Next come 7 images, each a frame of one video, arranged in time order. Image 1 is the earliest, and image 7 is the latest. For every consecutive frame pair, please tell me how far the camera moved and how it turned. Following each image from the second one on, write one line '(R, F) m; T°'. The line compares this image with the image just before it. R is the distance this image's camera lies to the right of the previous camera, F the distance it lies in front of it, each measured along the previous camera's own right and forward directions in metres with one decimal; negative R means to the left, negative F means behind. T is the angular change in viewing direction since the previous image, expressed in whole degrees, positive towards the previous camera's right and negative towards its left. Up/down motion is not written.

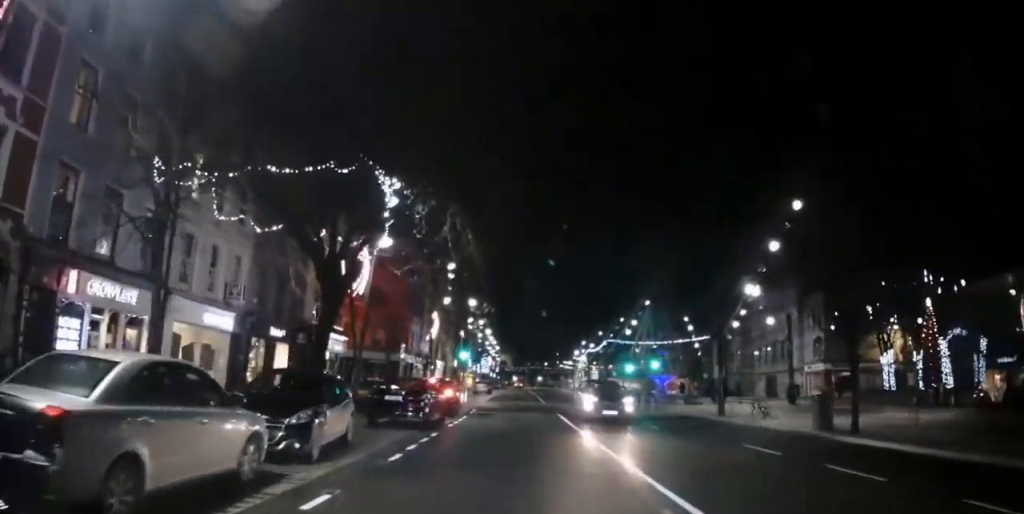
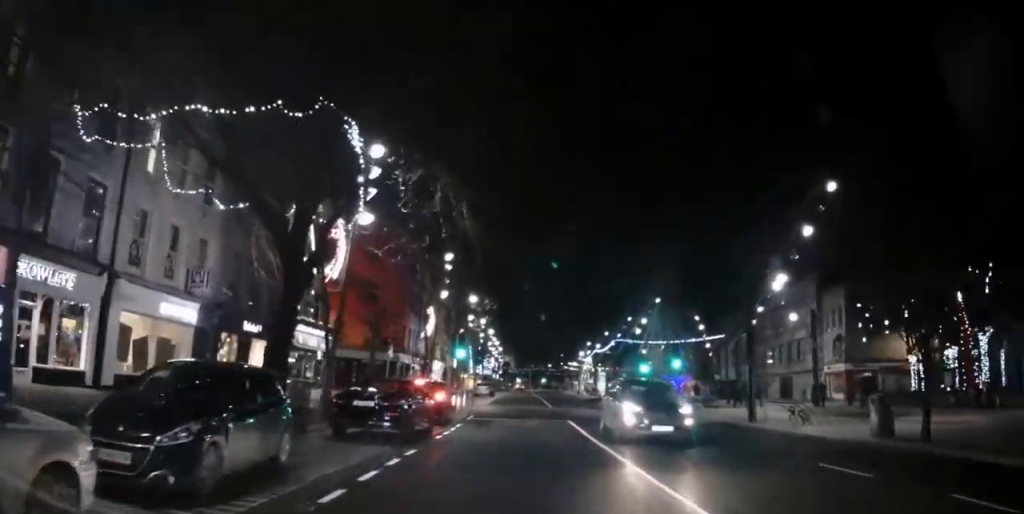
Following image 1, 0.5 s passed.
(-0.3, +3.7) m; -1°
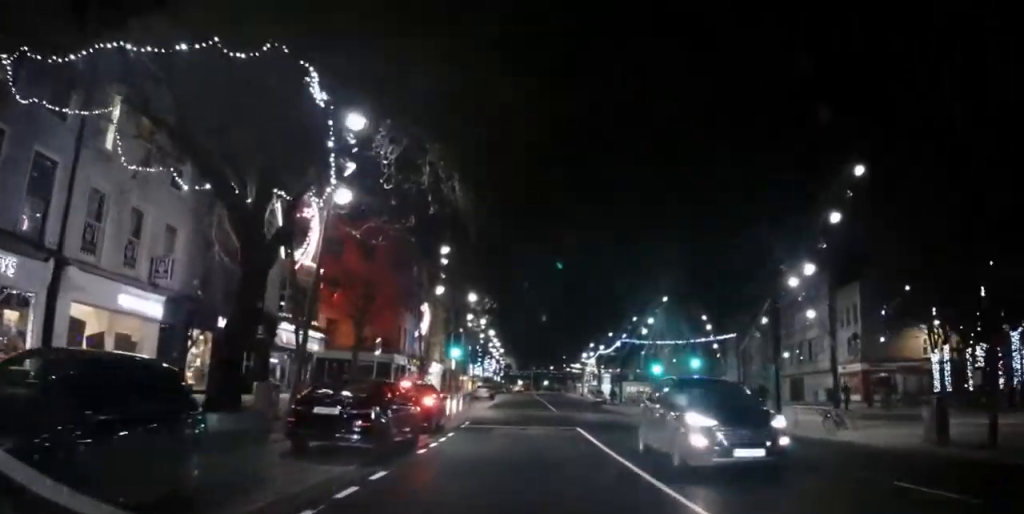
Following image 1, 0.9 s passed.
(+0.1, +2.8) m; +1°
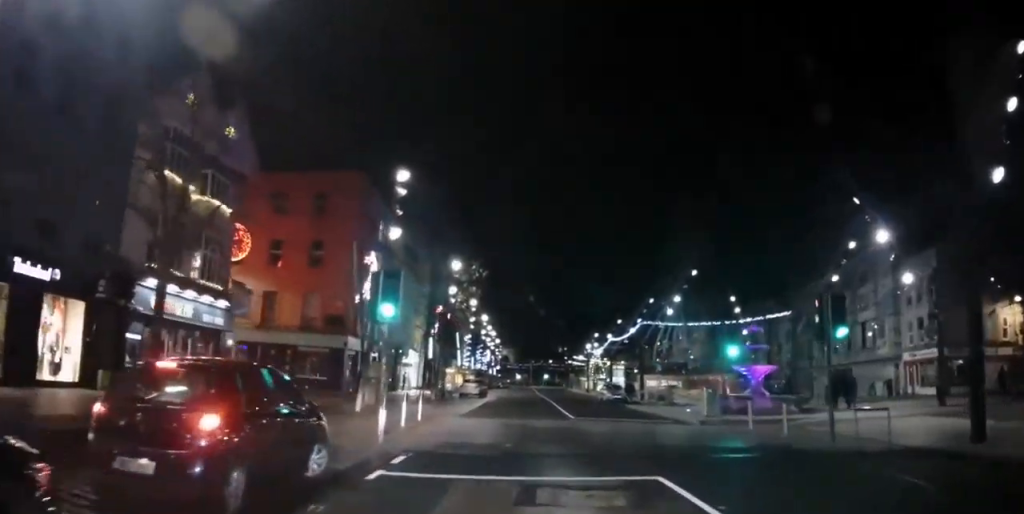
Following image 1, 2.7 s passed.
(+0.3, +12.2) m; -2°
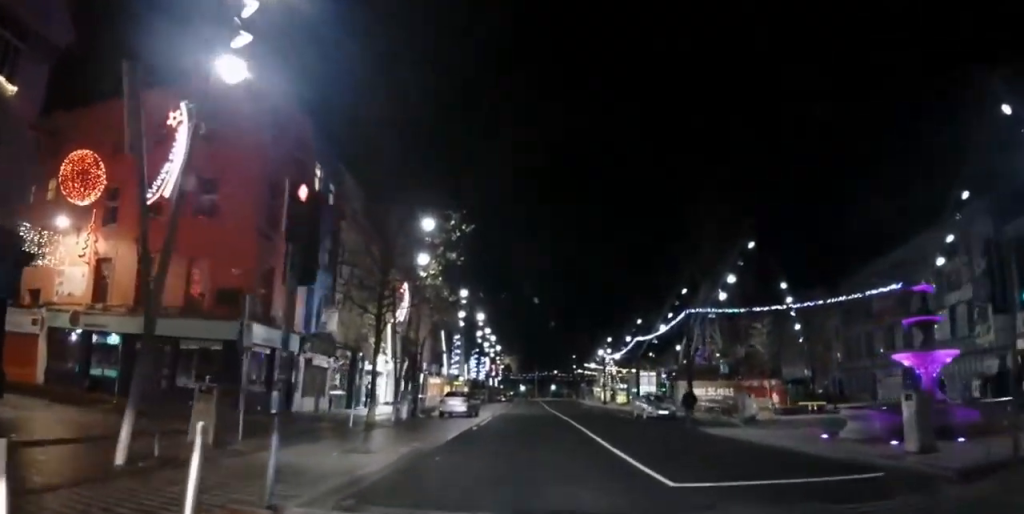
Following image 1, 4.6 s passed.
(+0.3, +13.4) m; +5°
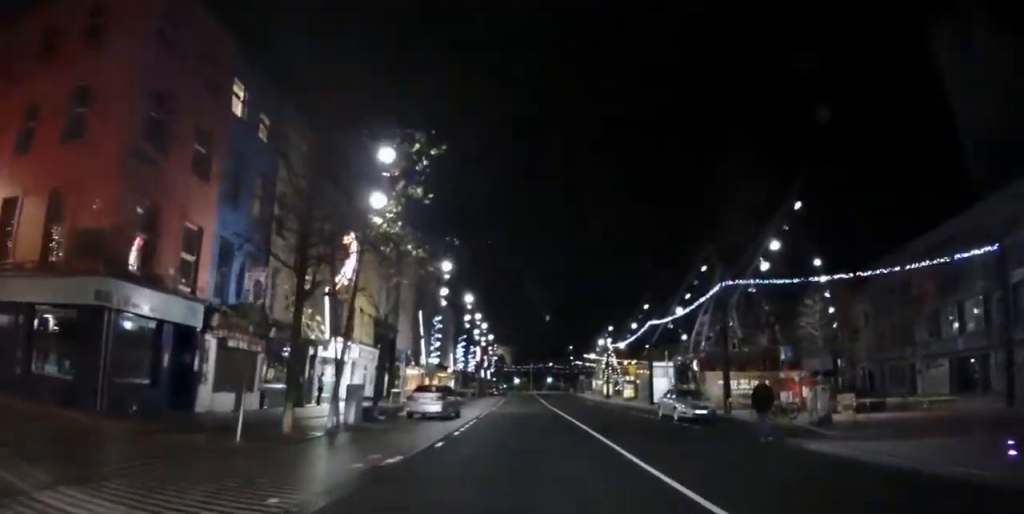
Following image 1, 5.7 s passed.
(-0.1, +8.1) m; -1°
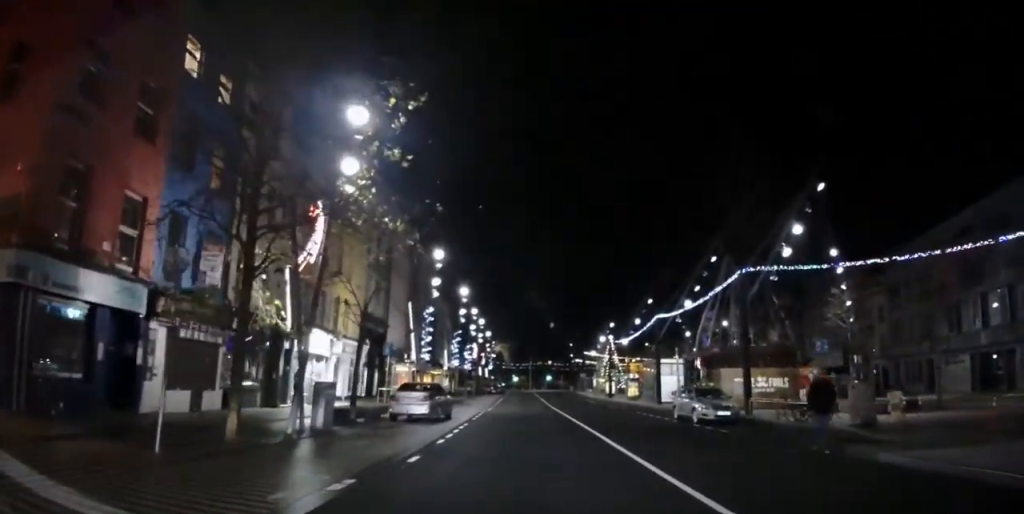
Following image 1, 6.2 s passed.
(0.0, +3.1) m; 0°
